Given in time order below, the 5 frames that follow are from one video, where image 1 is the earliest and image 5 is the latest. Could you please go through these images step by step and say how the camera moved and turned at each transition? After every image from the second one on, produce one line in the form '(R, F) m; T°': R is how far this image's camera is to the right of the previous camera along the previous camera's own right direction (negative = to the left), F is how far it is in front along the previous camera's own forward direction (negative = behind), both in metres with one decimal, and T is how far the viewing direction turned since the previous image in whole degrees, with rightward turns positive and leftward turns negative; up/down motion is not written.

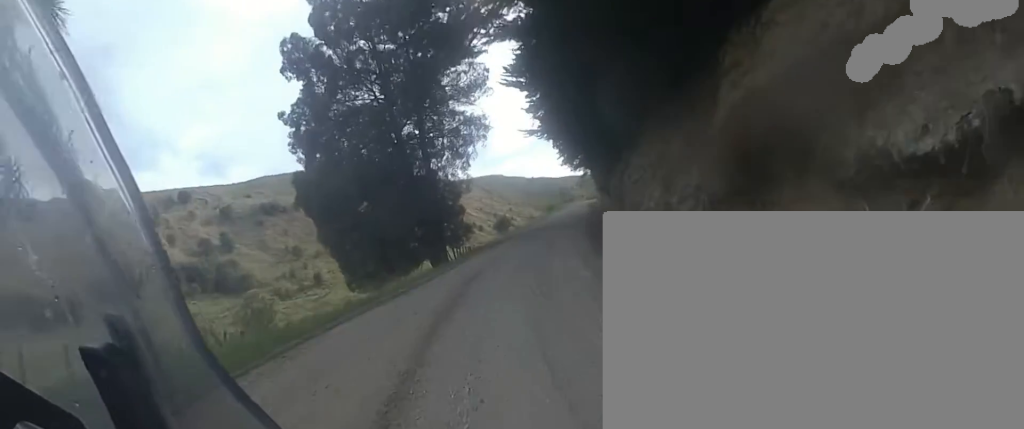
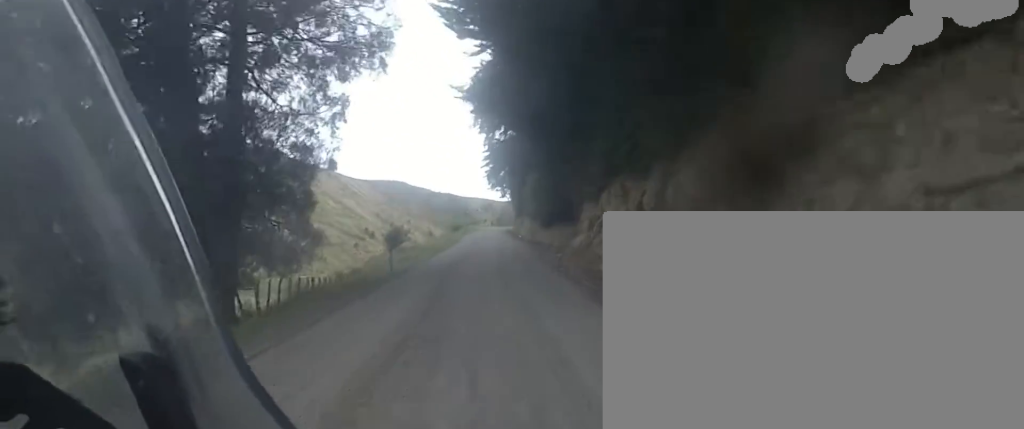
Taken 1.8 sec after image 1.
(+0.9, +14.4) m; +7°
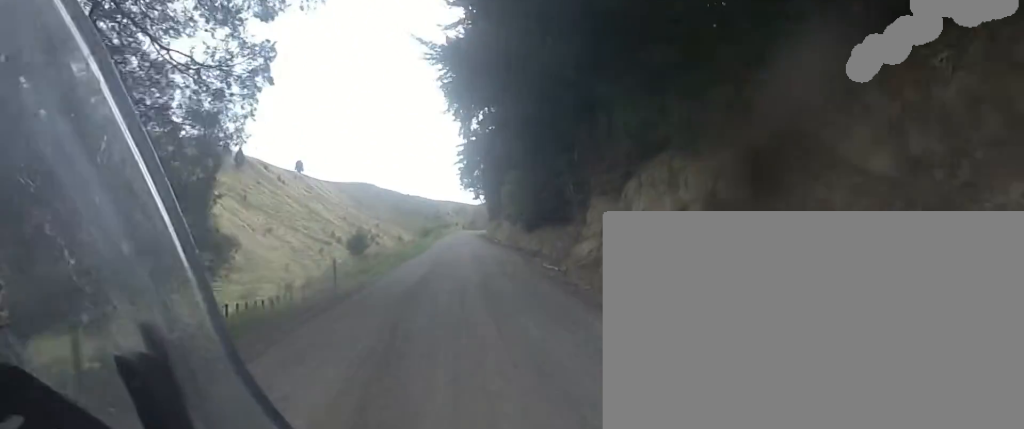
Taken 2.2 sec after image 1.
(+0.1, +3.9) m; +2°
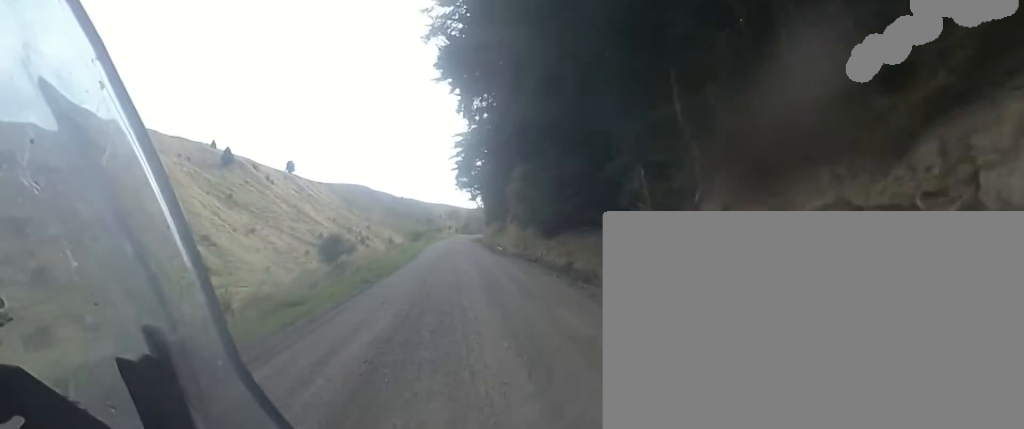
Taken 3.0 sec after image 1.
(+0.2, +7.9) m; +5°
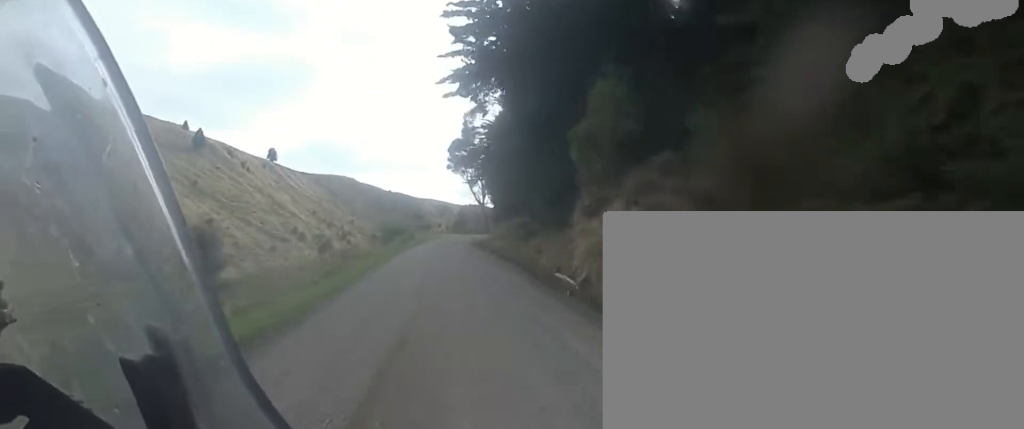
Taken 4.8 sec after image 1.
(+1.3, +21.1) m; +3°
